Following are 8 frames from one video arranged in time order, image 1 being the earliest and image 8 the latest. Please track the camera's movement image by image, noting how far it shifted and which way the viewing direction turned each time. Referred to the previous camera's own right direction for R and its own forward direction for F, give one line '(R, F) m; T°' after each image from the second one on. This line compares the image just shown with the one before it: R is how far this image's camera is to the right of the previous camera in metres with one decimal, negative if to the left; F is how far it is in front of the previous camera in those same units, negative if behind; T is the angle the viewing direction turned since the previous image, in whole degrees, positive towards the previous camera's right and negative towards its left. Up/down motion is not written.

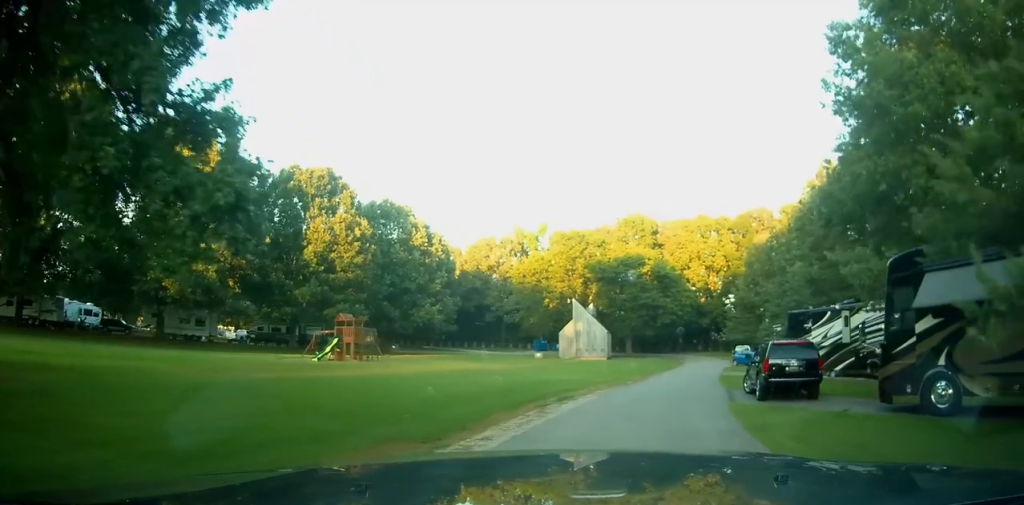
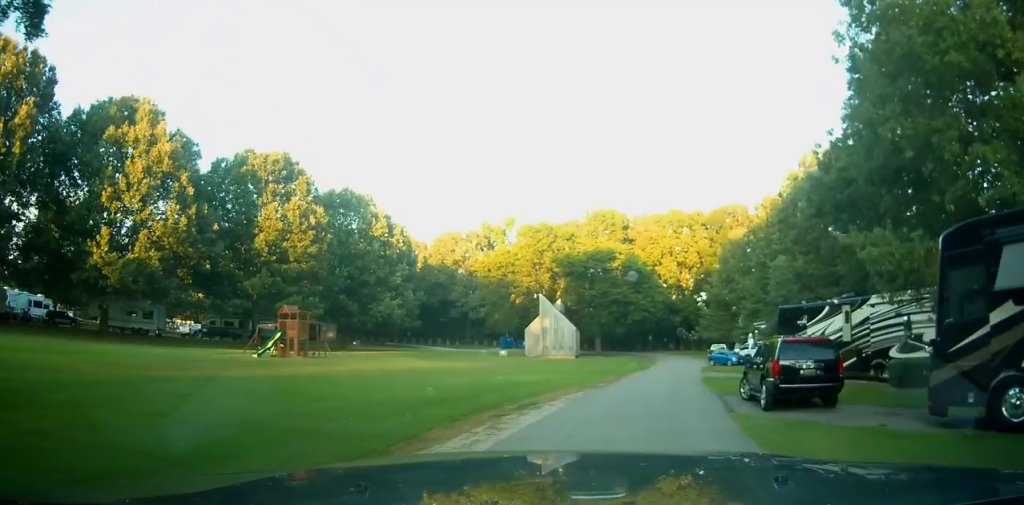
(+0.1, +3.6) m; +4°
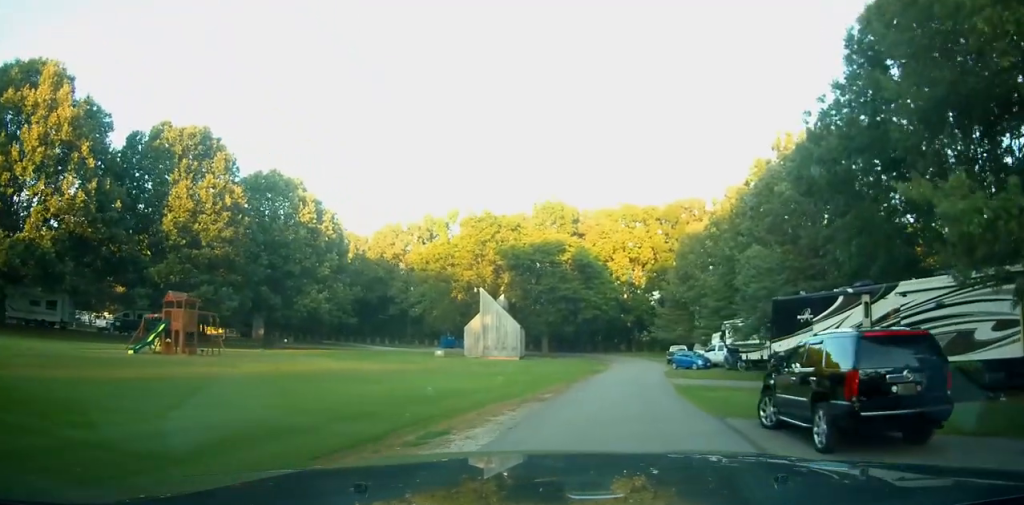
(+0.4, +6.3) m; +8°
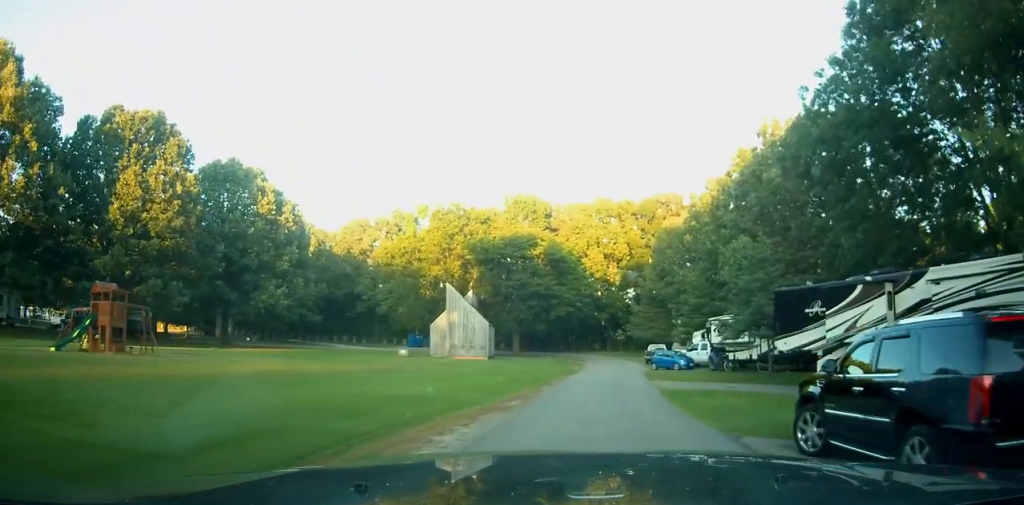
(+0.1, +3.2) m; +4°
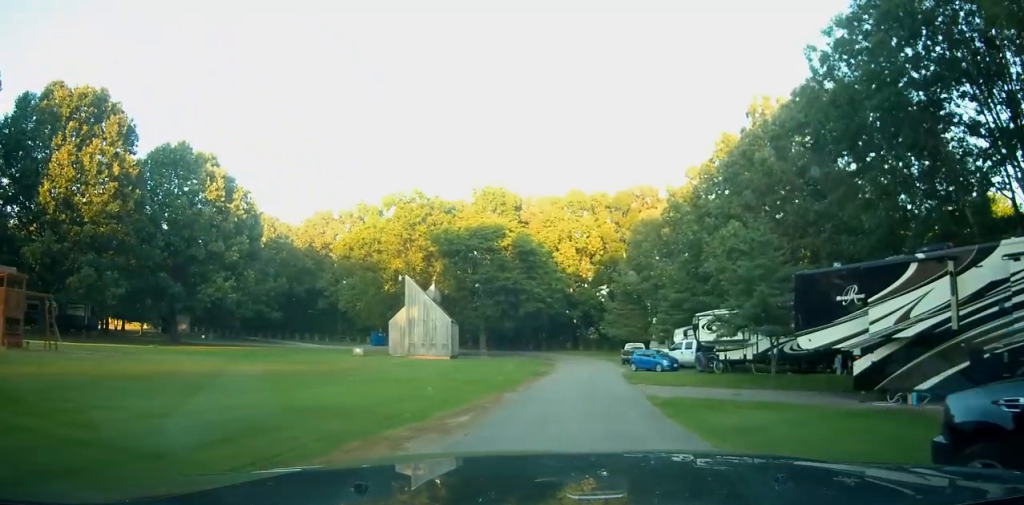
(+0.2, +4.3) m; +4°
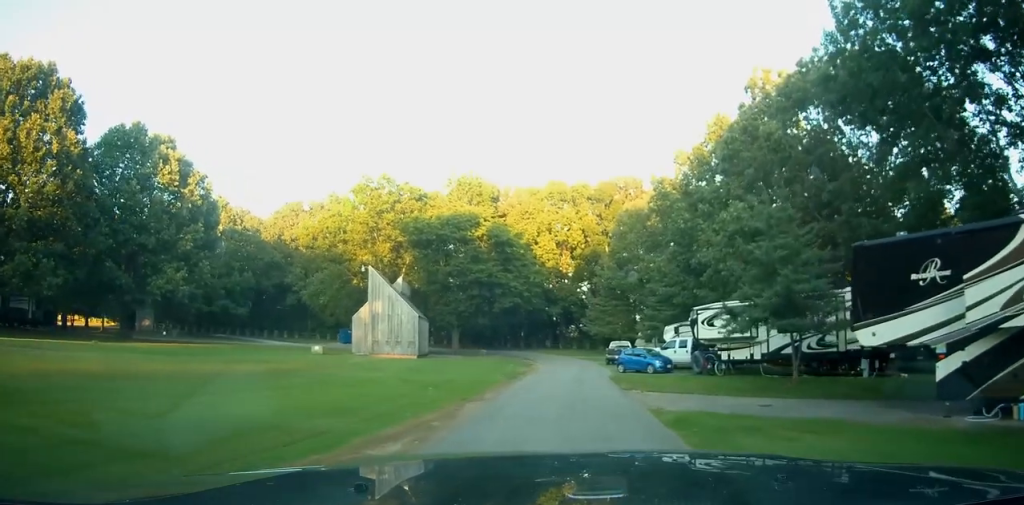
(+0.1, +4.3) m; +3°
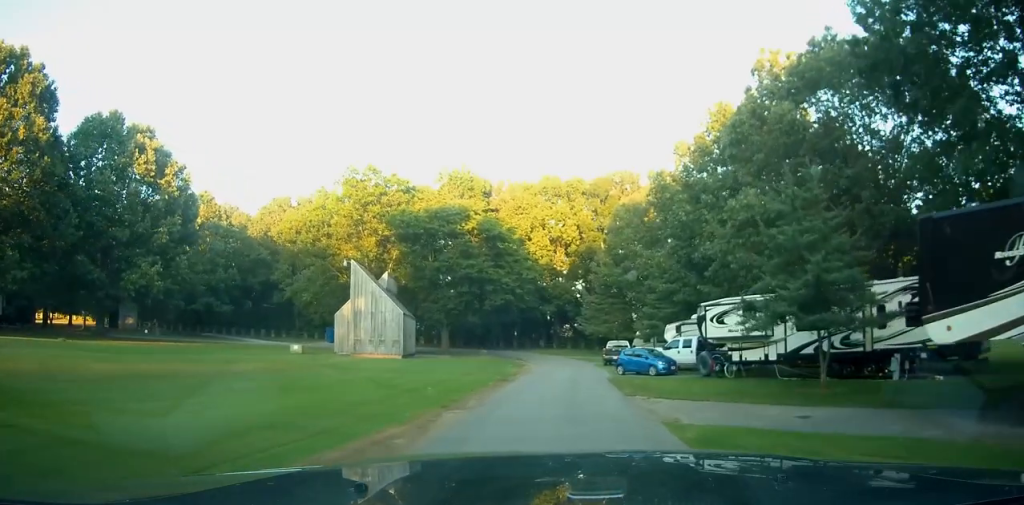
(0.0, +2.5) m; 0°
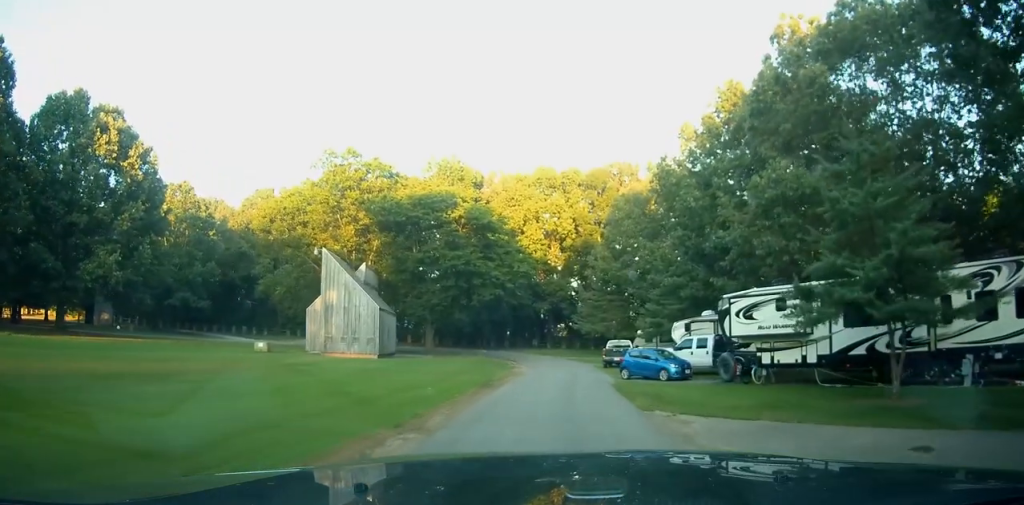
(0.0, +4.0) m; -3°
